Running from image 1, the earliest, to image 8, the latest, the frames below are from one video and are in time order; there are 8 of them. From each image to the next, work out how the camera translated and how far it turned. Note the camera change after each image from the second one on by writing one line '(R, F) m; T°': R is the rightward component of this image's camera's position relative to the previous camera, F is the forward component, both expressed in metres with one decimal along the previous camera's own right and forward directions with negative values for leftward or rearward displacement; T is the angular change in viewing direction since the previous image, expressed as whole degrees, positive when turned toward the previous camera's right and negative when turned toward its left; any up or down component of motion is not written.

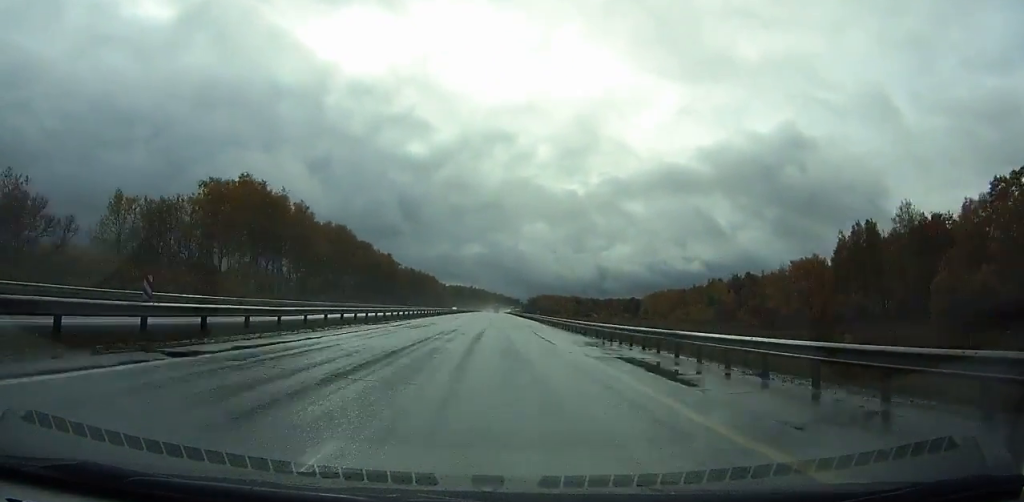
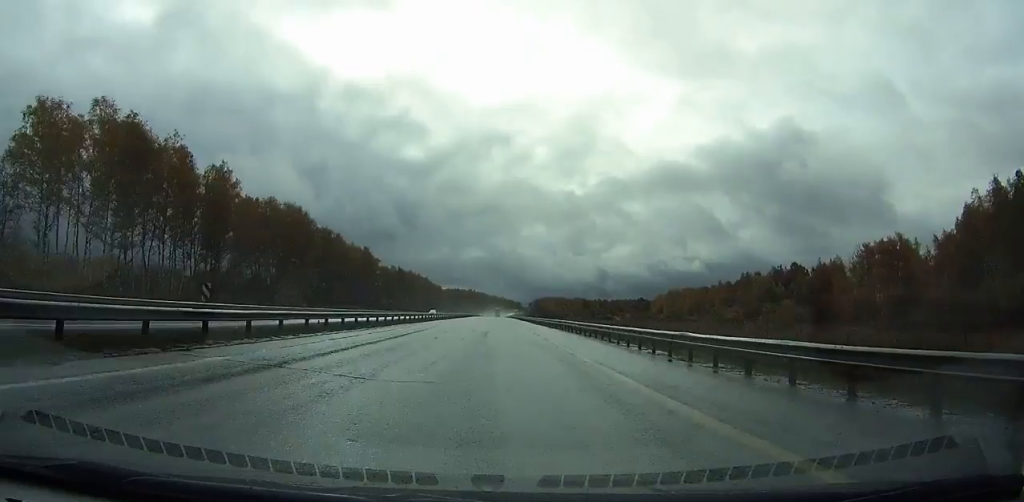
(-0.5, +39.7) m; -1°
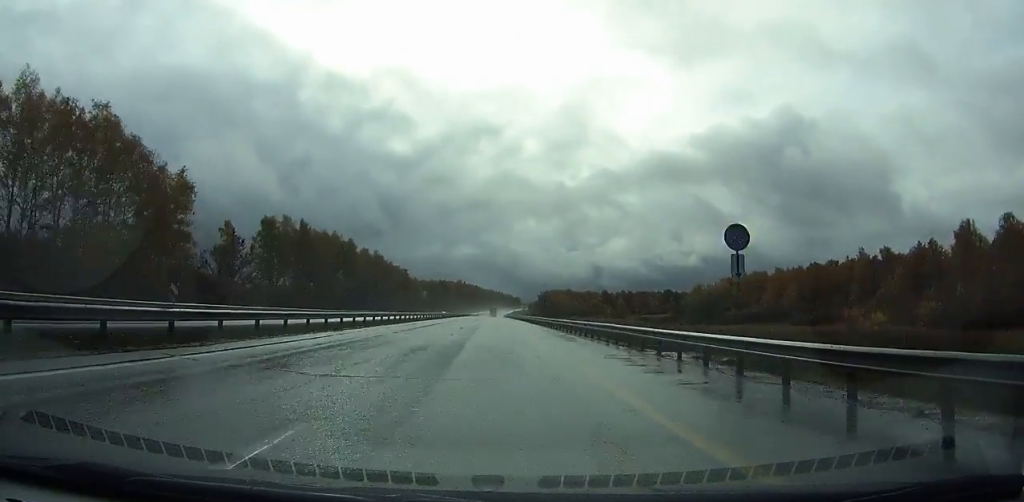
(-0.9, +126.5) m; 0°
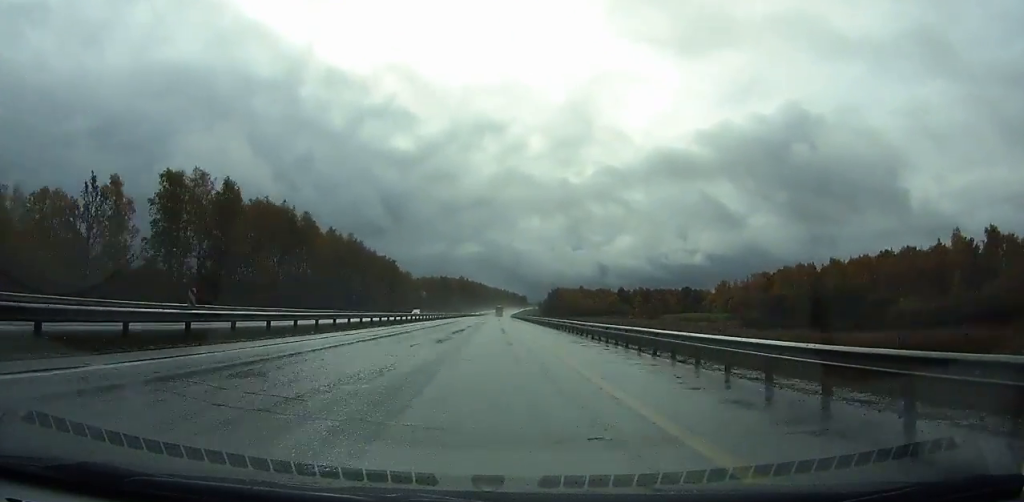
(+0.1, +42.0) m; 0°
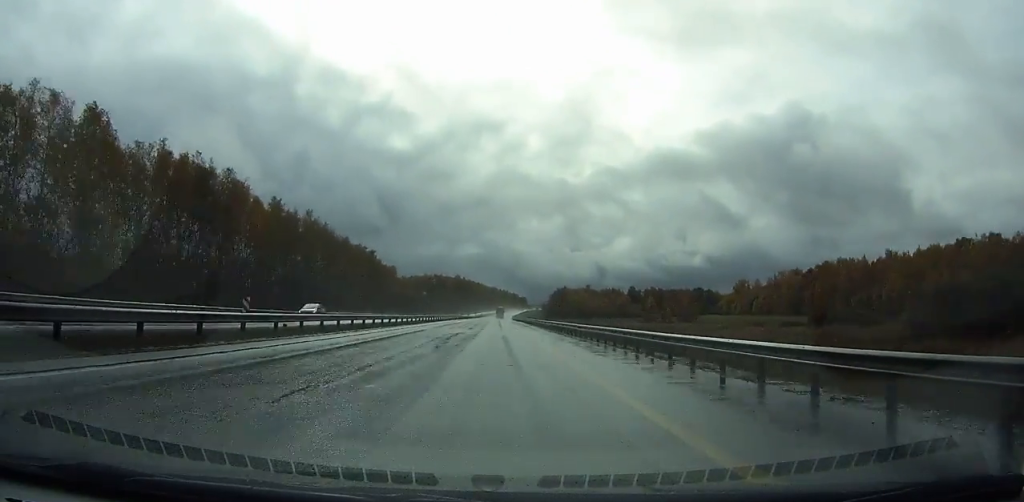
(-0.2, +36.2) m; 0°
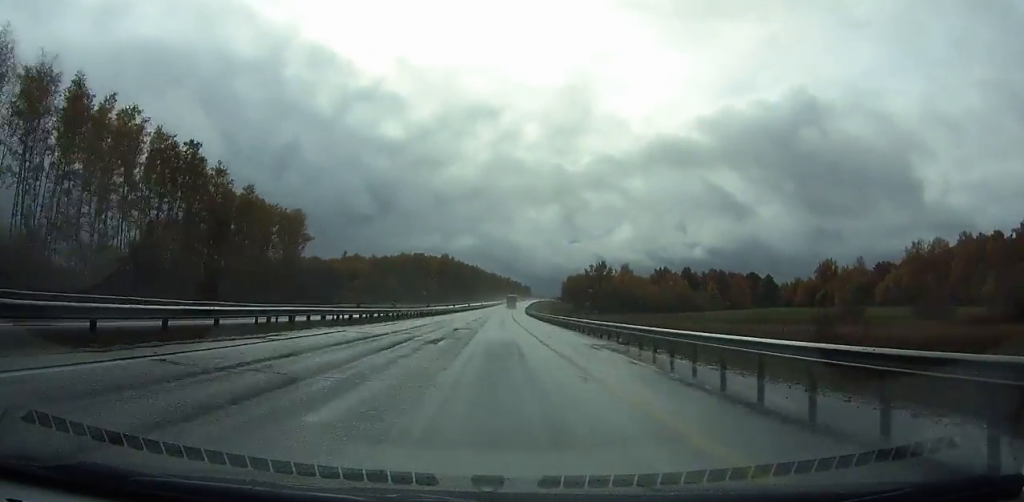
(-0.1, +112.1) m; 0°
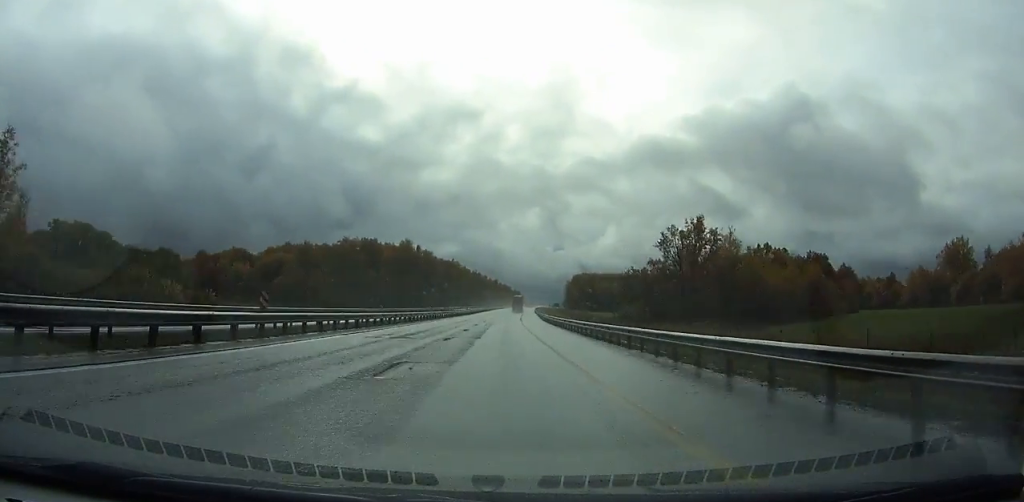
(+0.6, +102.3) m; +2°
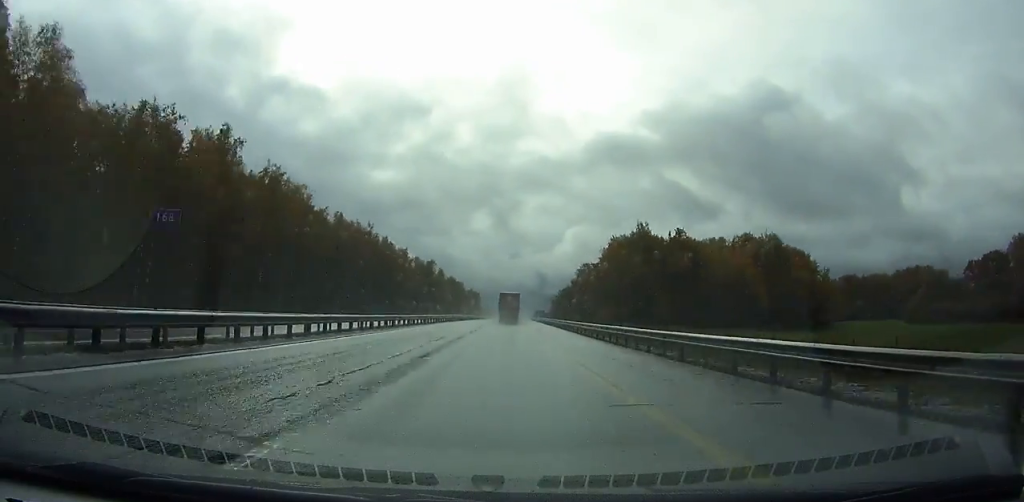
(+7.9, +210.9) m; +4°
